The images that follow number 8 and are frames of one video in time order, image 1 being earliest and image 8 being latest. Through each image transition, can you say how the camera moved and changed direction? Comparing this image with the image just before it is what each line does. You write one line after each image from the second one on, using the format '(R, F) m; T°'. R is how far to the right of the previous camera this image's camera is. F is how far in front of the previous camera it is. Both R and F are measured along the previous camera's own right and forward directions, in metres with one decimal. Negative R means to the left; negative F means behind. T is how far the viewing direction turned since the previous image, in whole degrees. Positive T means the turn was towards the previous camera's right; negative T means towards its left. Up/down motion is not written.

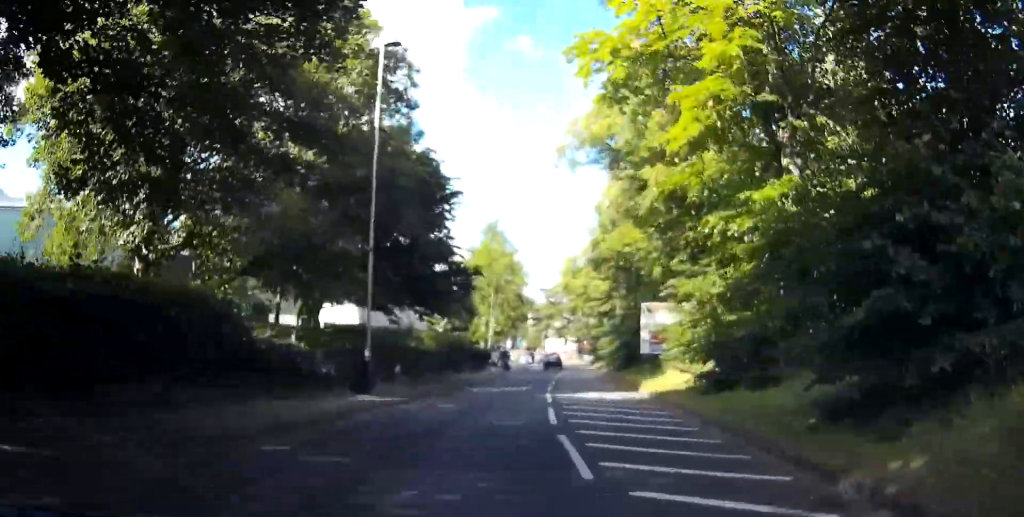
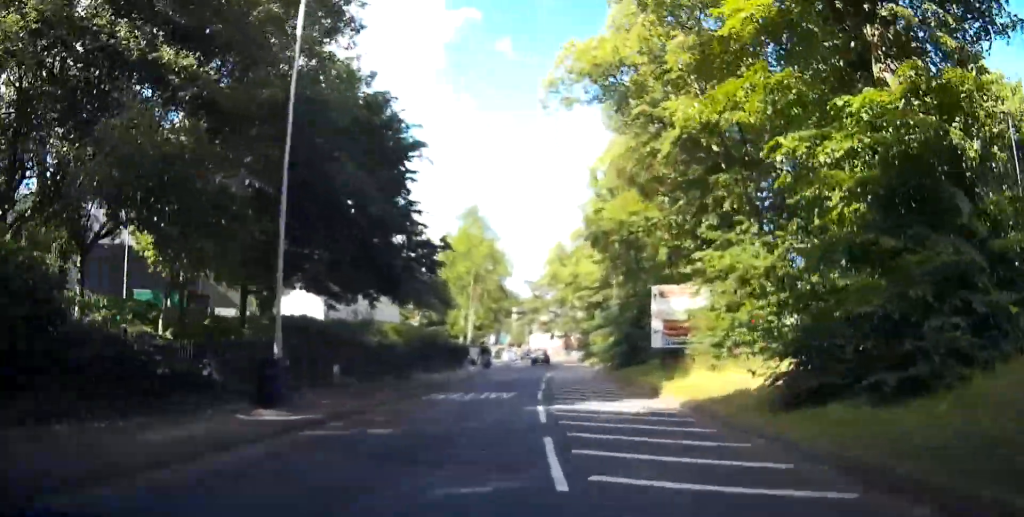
(0.0, +7.5) m; 0°
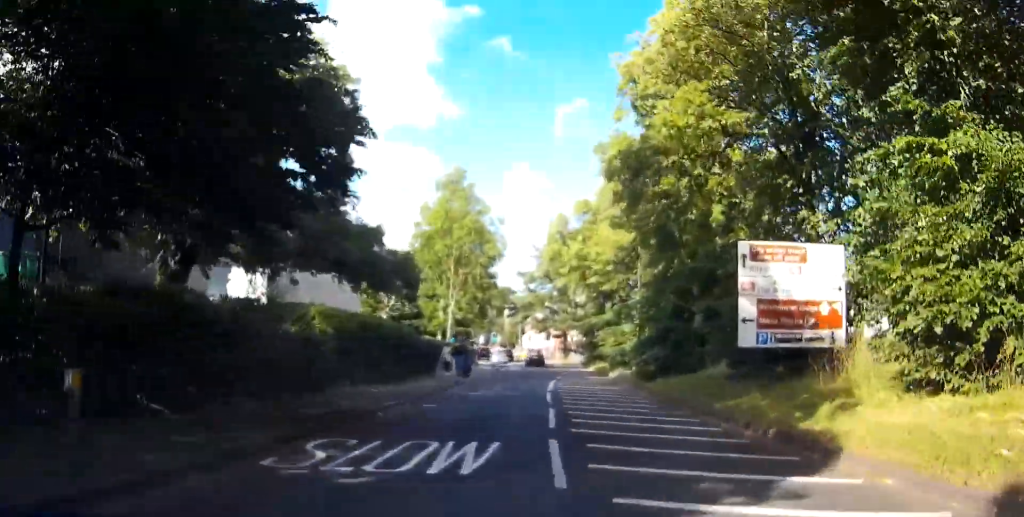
(0.0, +13.4) m; +1°
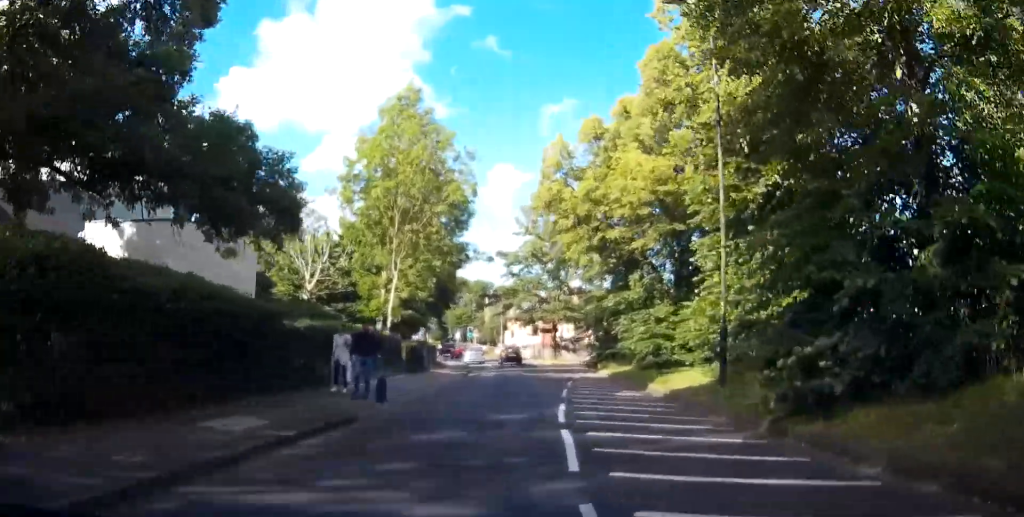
(+0.4, +18.1) m; +2°
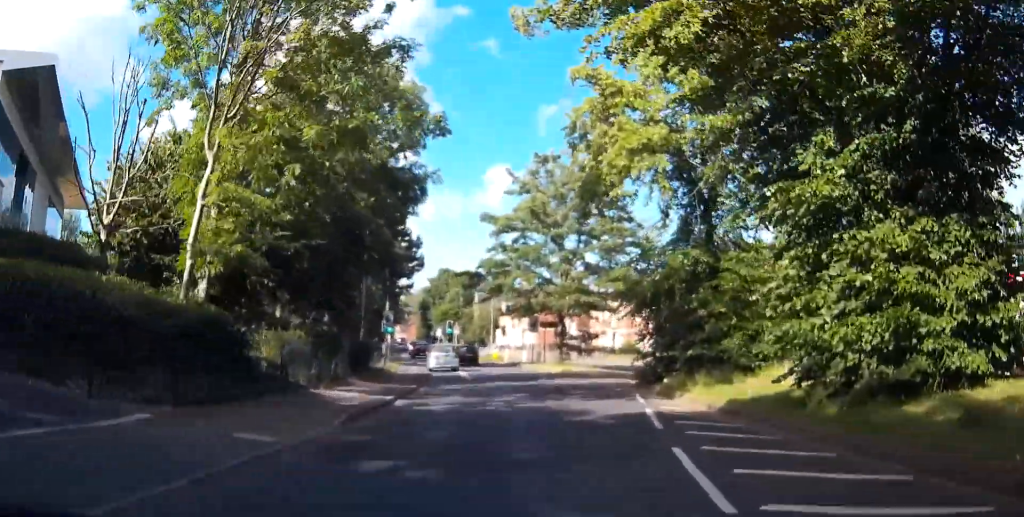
(-0.1, +21.0) m; -1°
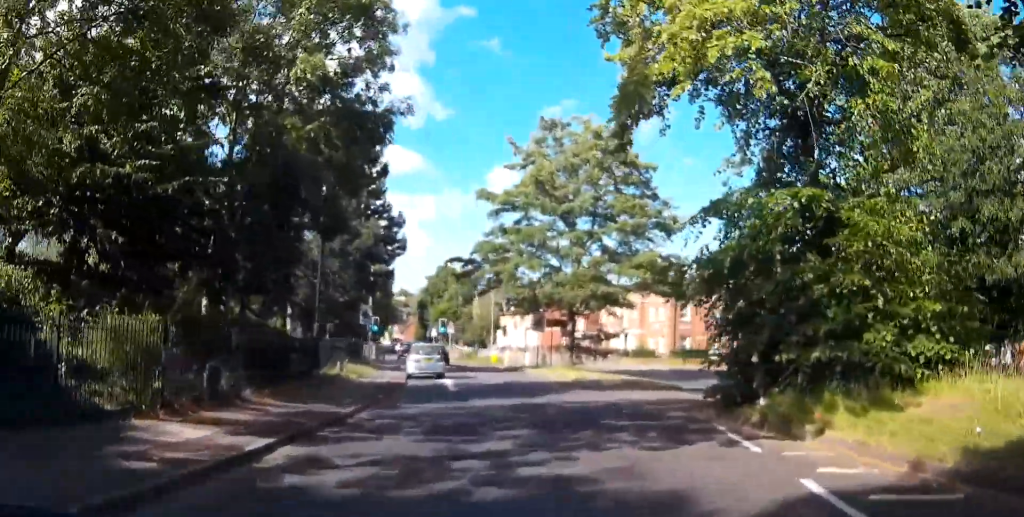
(0.0, +9.7) m; +1°
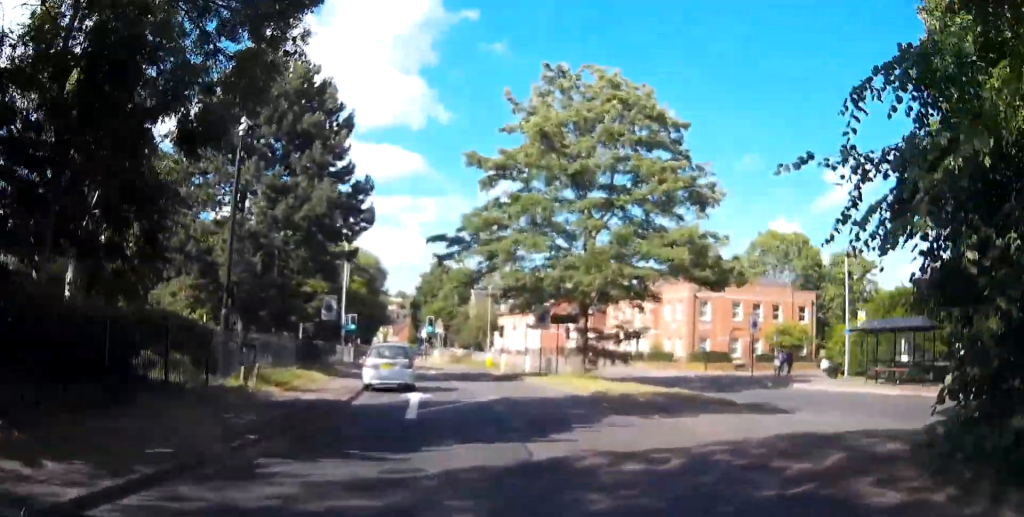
(+0.3, +8.9) m; +3°
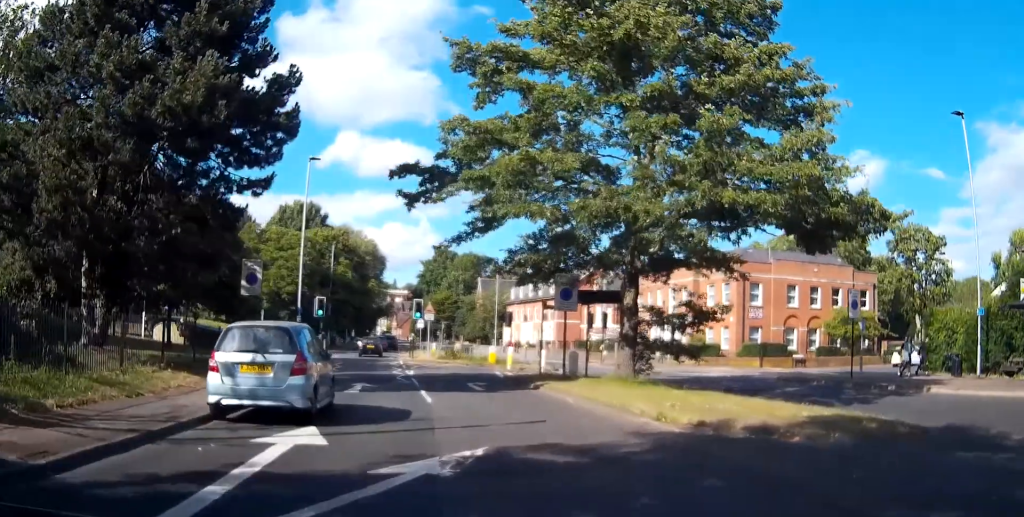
(+0.2, +11.5) m; 0°
